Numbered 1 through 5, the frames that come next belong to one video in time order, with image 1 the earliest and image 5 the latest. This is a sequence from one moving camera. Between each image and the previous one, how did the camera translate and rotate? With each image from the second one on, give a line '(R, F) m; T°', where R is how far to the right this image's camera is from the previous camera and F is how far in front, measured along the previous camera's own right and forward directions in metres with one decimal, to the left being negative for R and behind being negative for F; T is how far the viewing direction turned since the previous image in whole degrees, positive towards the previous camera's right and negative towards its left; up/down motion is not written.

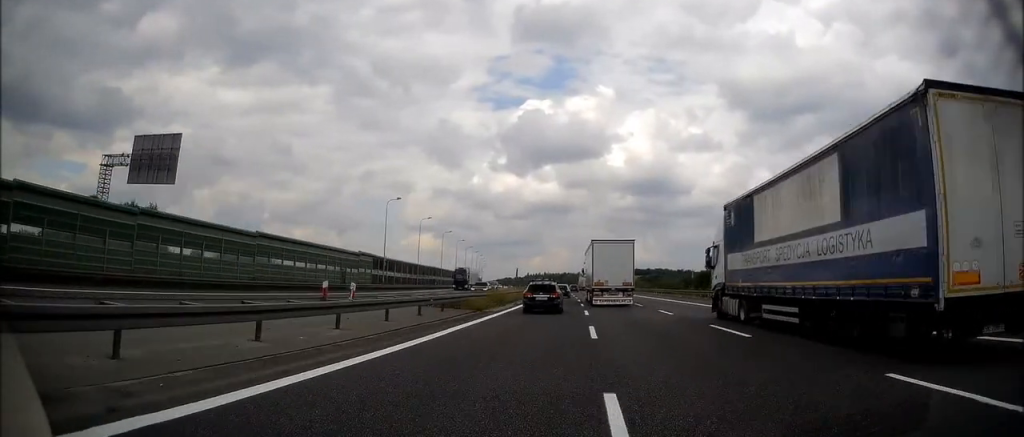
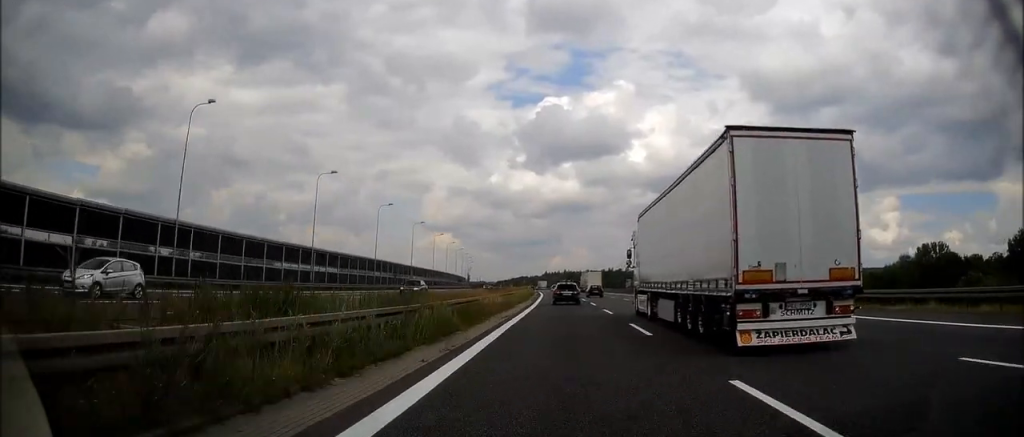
(-1.8, +119.8) m; -2°
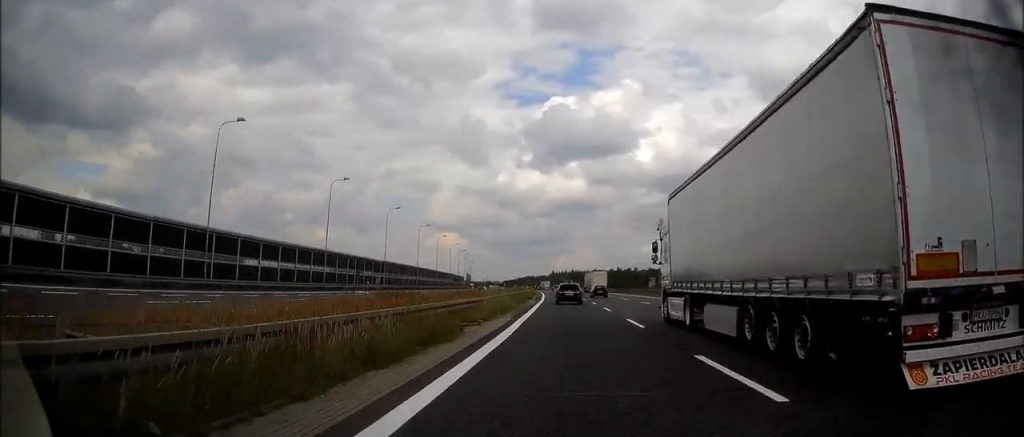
(0.0, +21.0) m; 0°
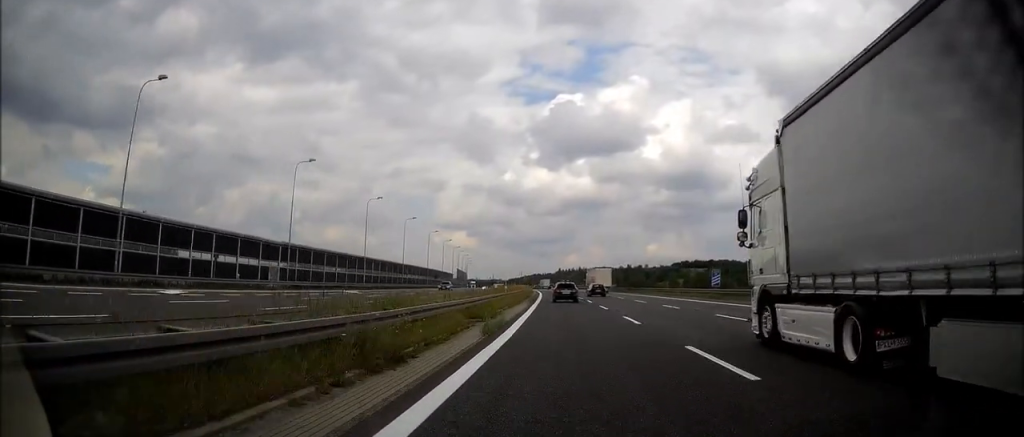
(-0.1, +34.9) m; -2°
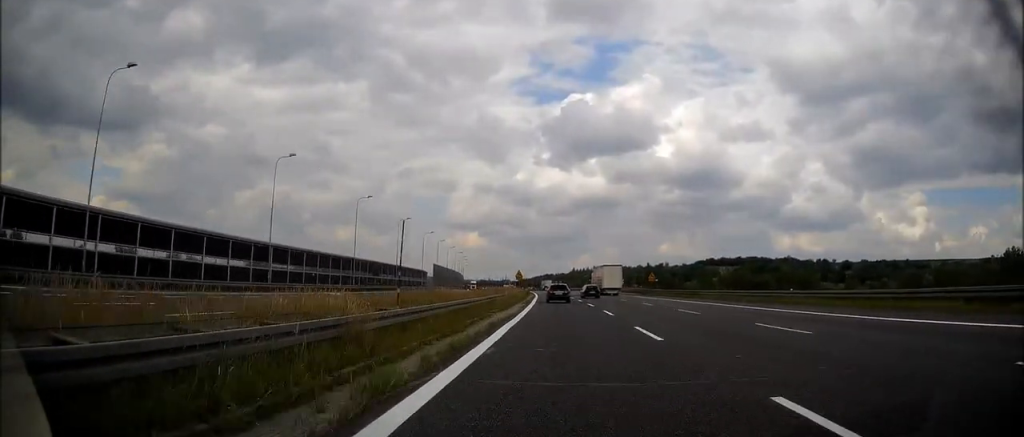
(-1.3, +54.0) m; -1°
